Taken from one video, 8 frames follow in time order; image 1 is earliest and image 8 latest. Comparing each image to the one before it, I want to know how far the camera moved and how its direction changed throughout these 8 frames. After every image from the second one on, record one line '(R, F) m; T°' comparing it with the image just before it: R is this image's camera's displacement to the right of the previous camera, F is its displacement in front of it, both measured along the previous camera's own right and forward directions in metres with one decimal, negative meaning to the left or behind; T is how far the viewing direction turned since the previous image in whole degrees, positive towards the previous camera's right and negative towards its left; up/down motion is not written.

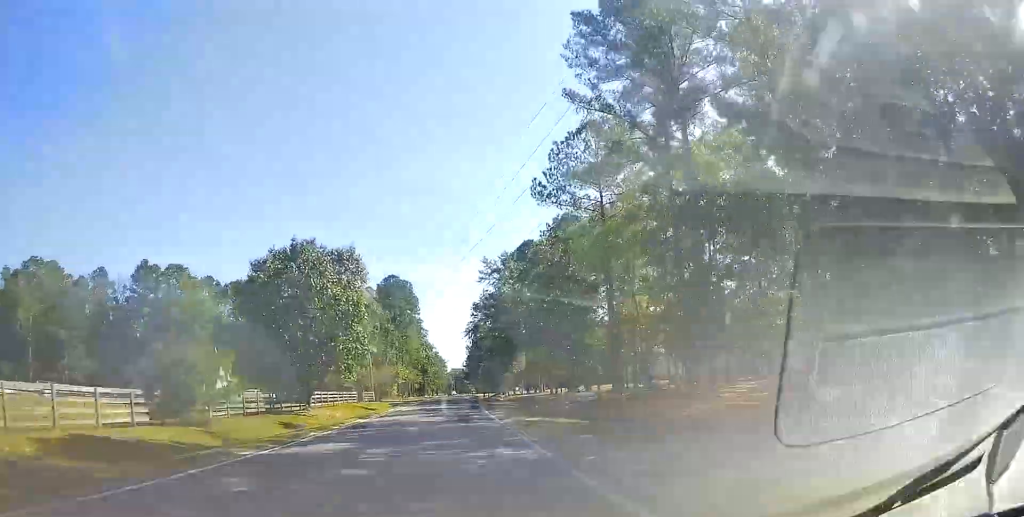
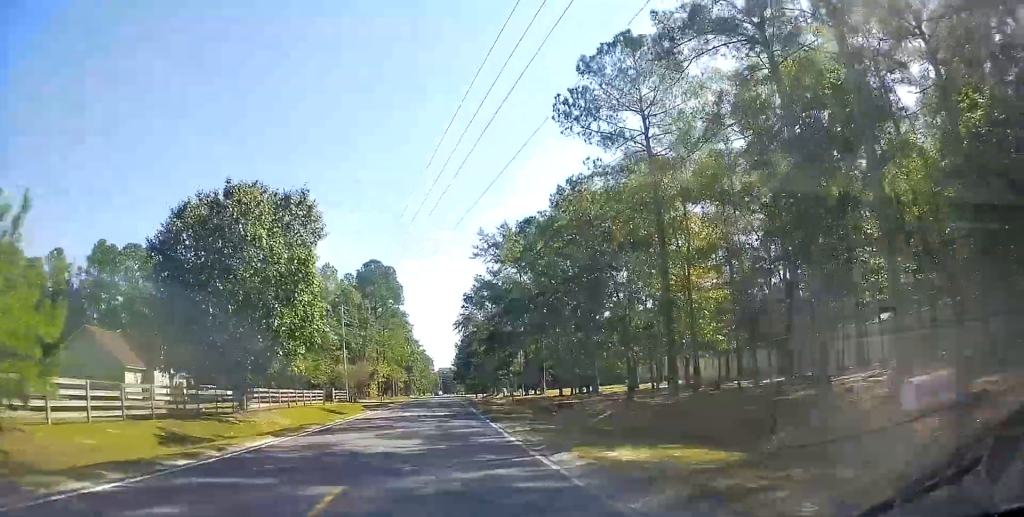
(+0.1, +12.6) m; 0°
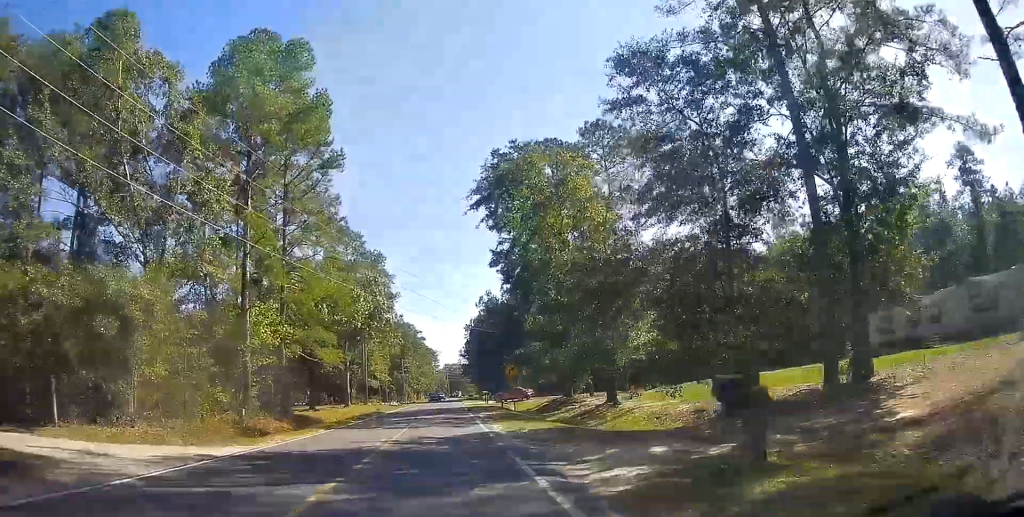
(-0.6, +65.9) m; -1°
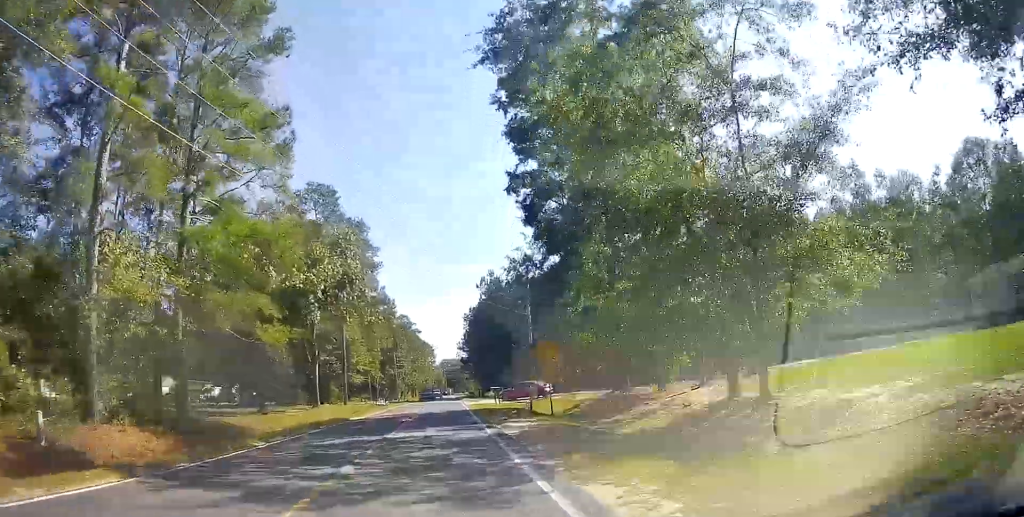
(+0.2, +14.7) m; +1°
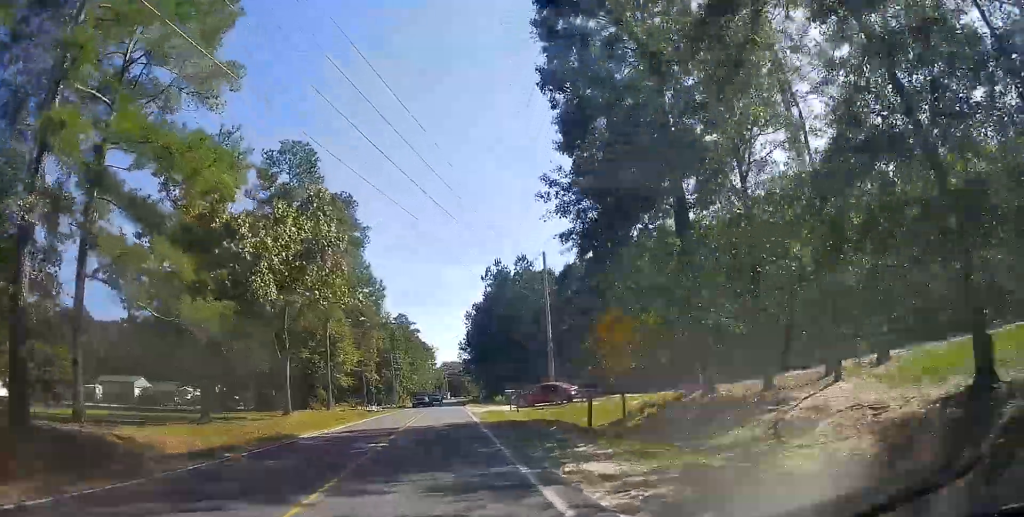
(0.0, +9.8) m; +1°
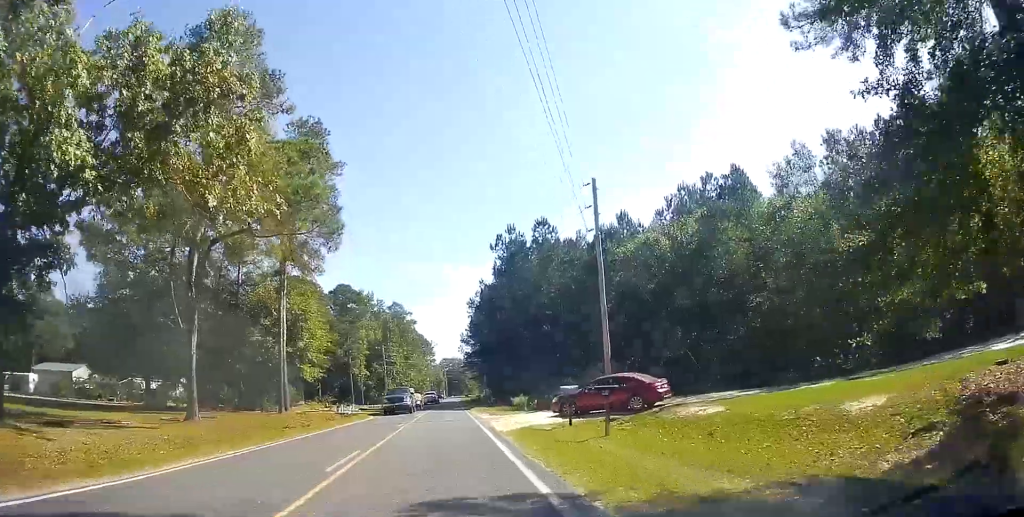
(+0.1, +15.8) m; -1°
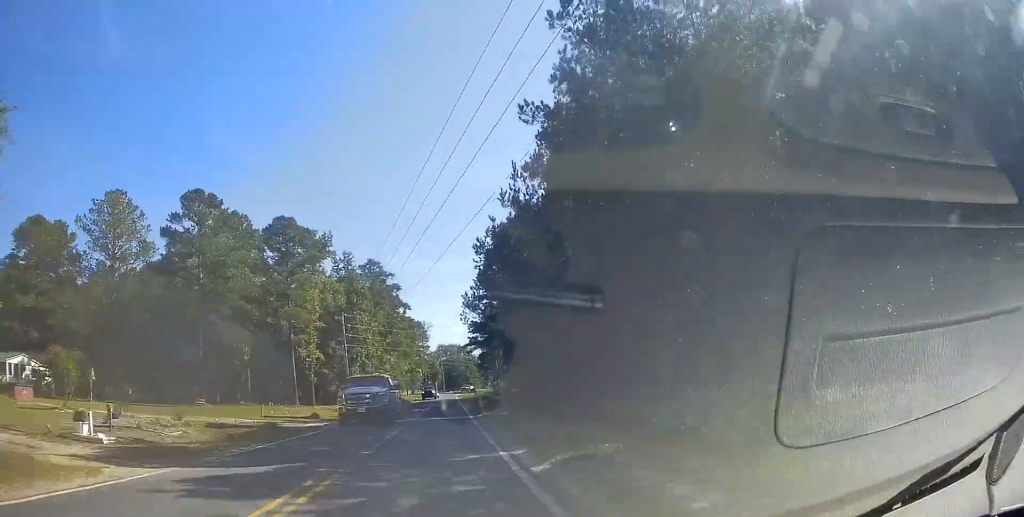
(-1.0, +40.4) m; -1°
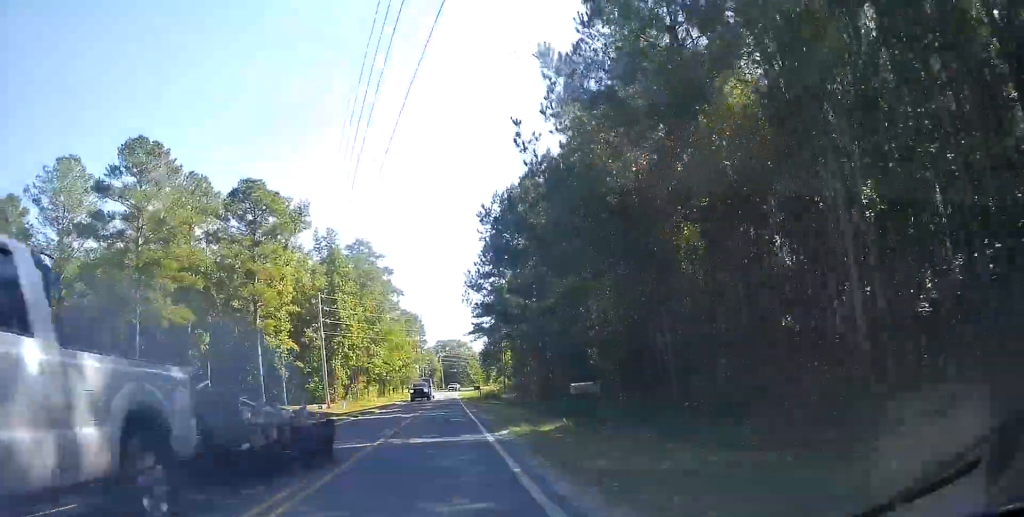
(-0.1, +13.1) m; +1°
